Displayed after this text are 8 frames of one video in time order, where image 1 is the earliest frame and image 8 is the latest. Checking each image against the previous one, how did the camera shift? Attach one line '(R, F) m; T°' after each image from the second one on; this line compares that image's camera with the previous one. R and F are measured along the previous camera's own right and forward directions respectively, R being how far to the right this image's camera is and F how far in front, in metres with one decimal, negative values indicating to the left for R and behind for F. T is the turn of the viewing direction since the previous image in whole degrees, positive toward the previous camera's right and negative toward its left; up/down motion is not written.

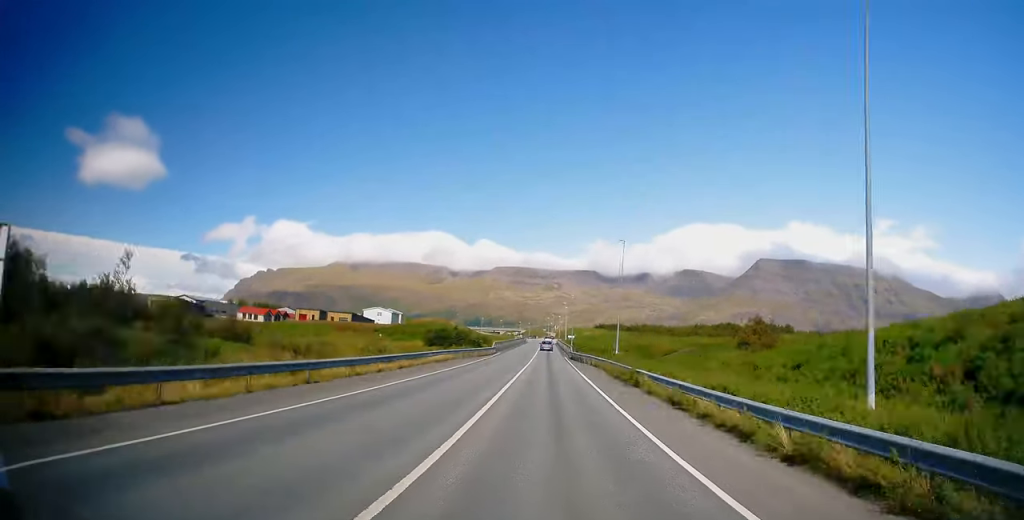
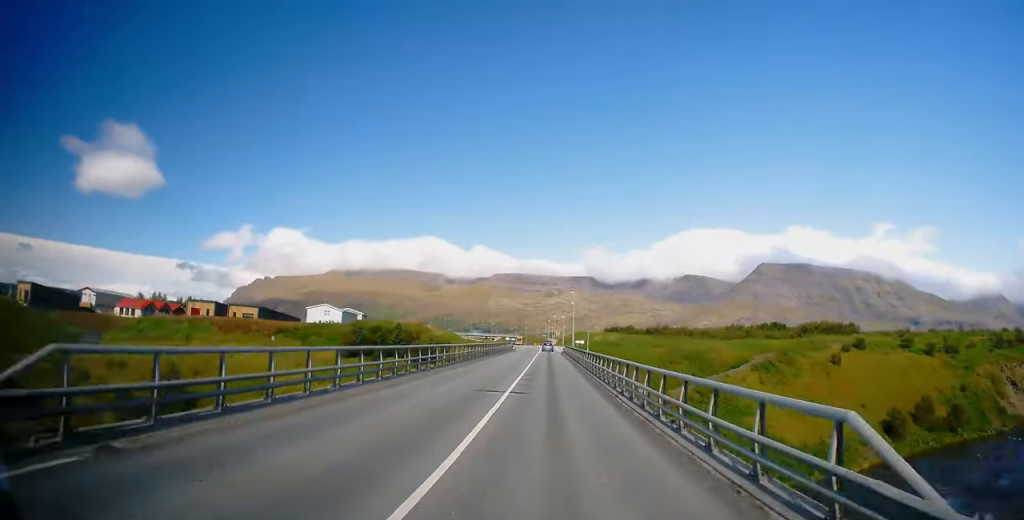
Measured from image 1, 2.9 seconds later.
(+0.1, +53.5) m; 0°
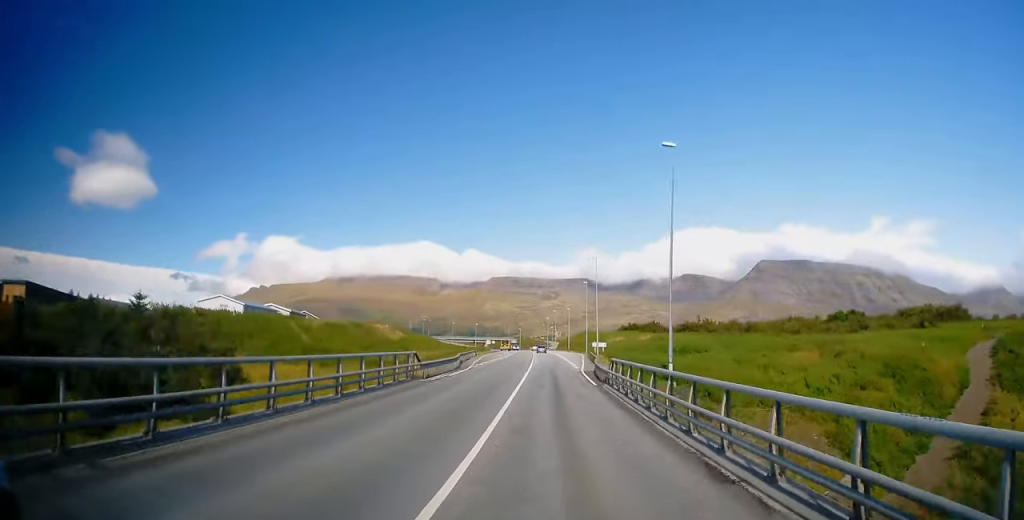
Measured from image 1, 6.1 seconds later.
(0.0, +58.1) m; 0°
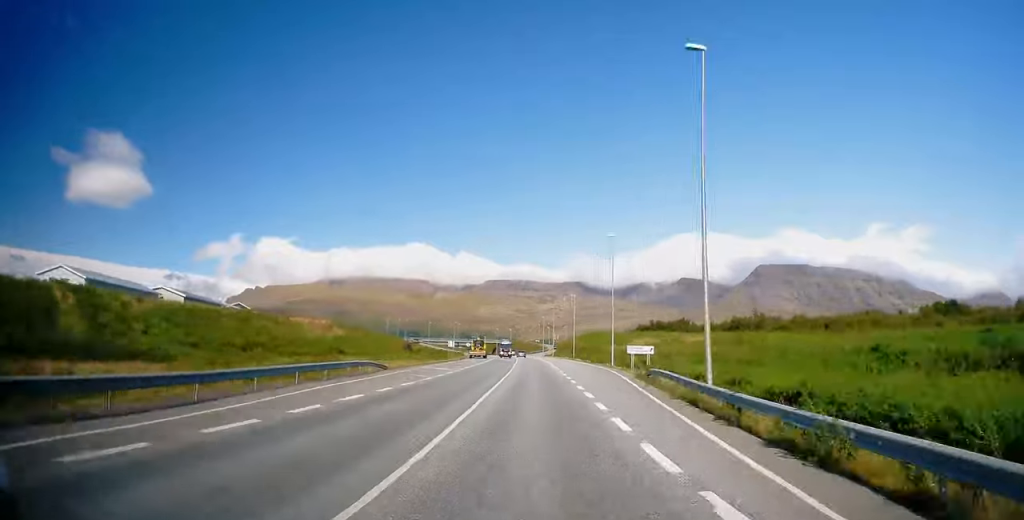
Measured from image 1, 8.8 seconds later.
(-0.1, +47.9) m; -1°
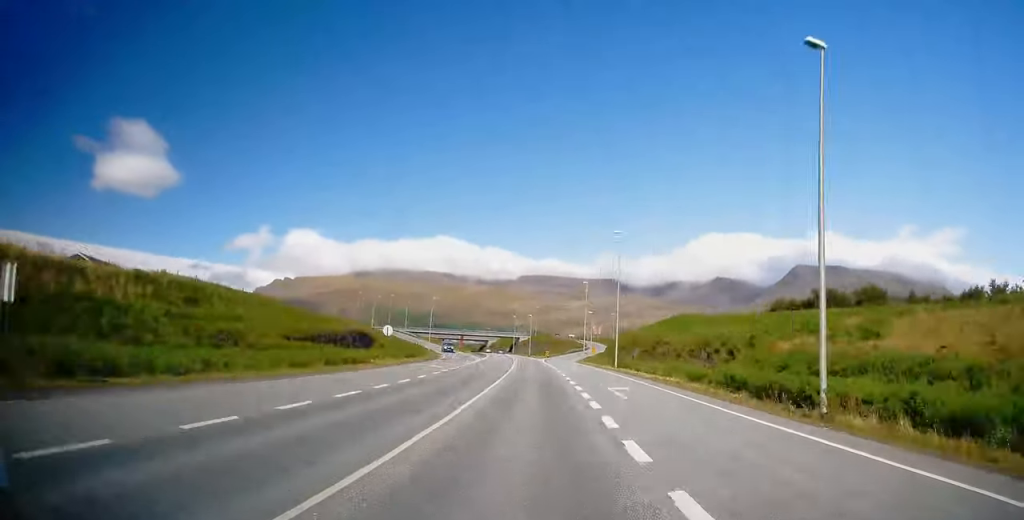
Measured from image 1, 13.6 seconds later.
(-1.7, +85.8) m; -3°
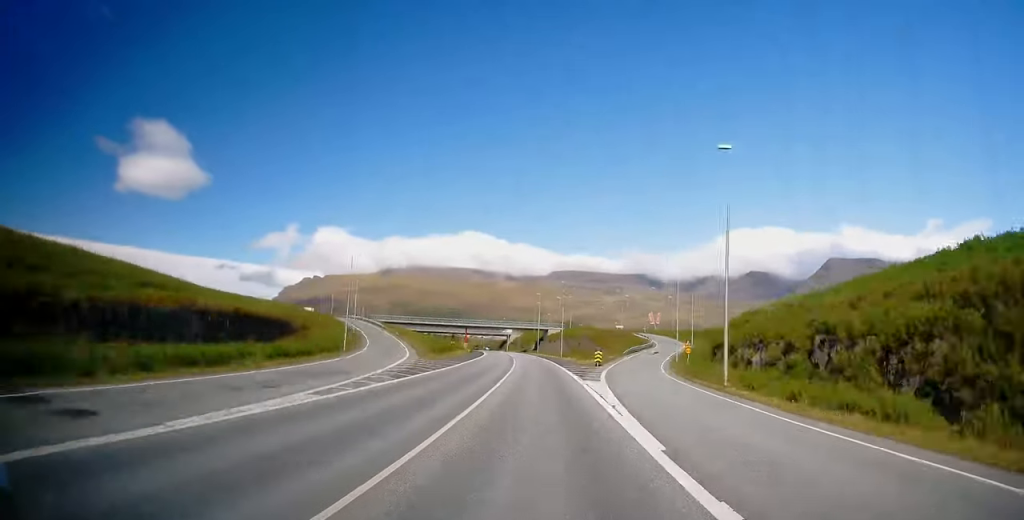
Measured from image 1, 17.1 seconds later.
(-1.6, +62.8) m; -3°
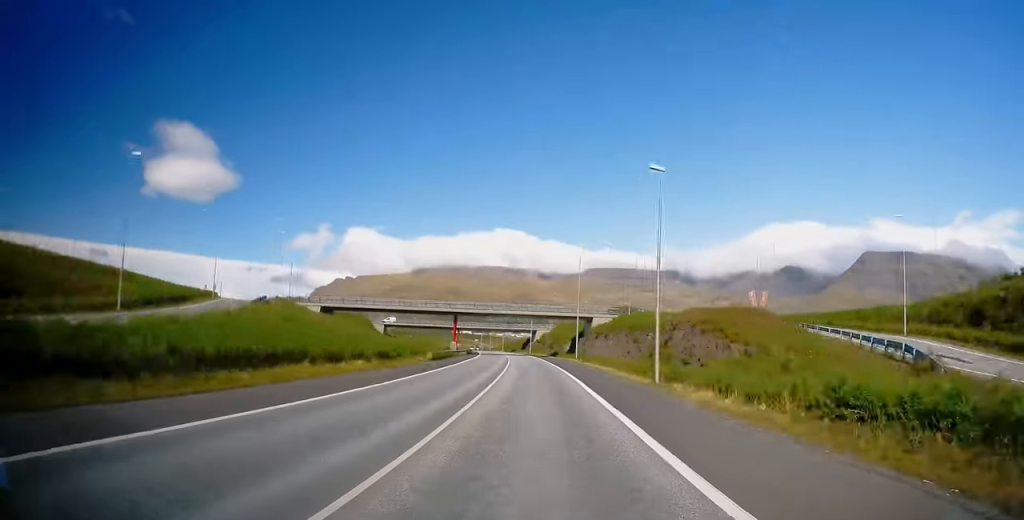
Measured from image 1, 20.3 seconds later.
(-1.4, +59.1) m; -3°
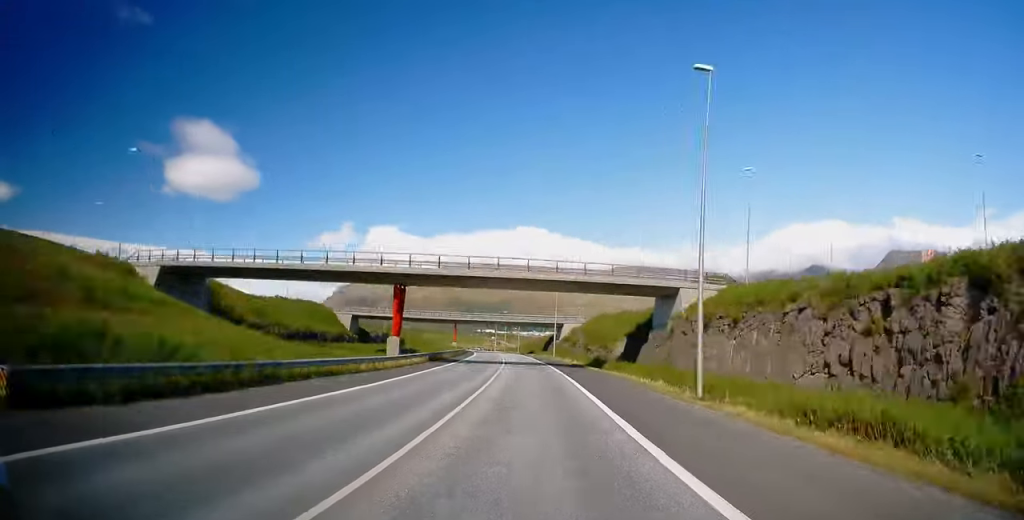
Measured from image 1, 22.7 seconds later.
(-0.8, +45.2) m; -3°
